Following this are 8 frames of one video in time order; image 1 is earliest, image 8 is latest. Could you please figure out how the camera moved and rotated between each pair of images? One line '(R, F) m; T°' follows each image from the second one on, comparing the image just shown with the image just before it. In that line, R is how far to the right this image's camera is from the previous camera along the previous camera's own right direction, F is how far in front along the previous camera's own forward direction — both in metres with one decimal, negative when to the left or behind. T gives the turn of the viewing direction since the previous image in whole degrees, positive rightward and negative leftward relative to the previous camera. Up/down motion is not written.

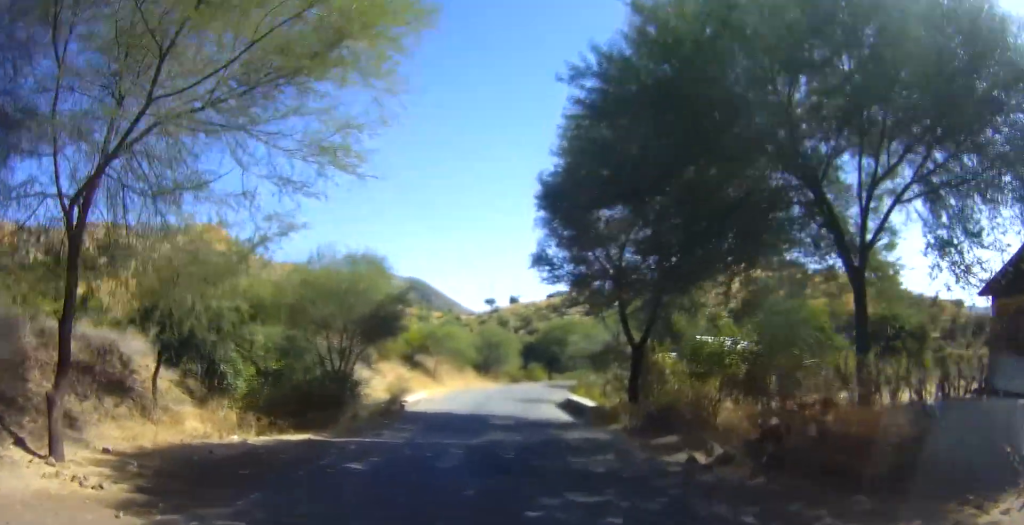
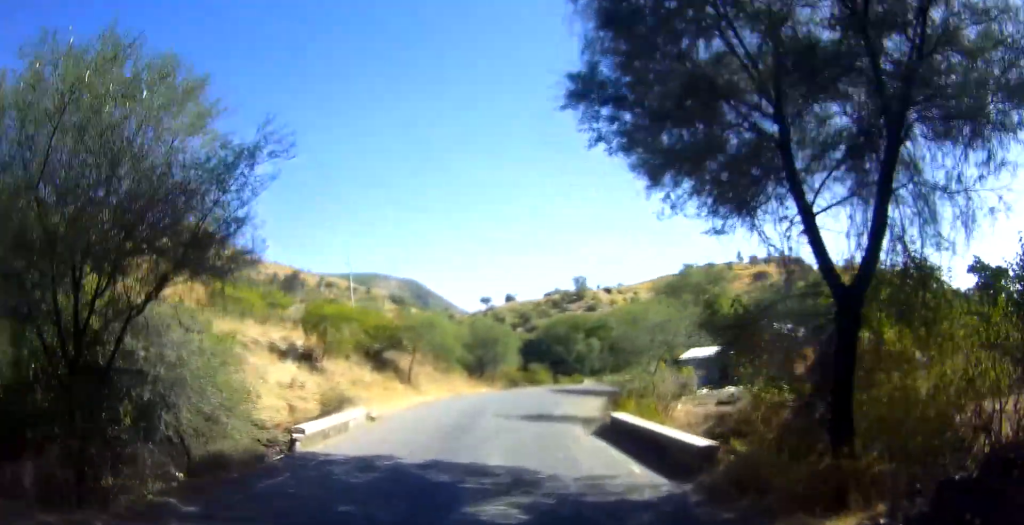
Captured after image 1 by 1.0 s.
(+0.3, +15.2) m; +3°
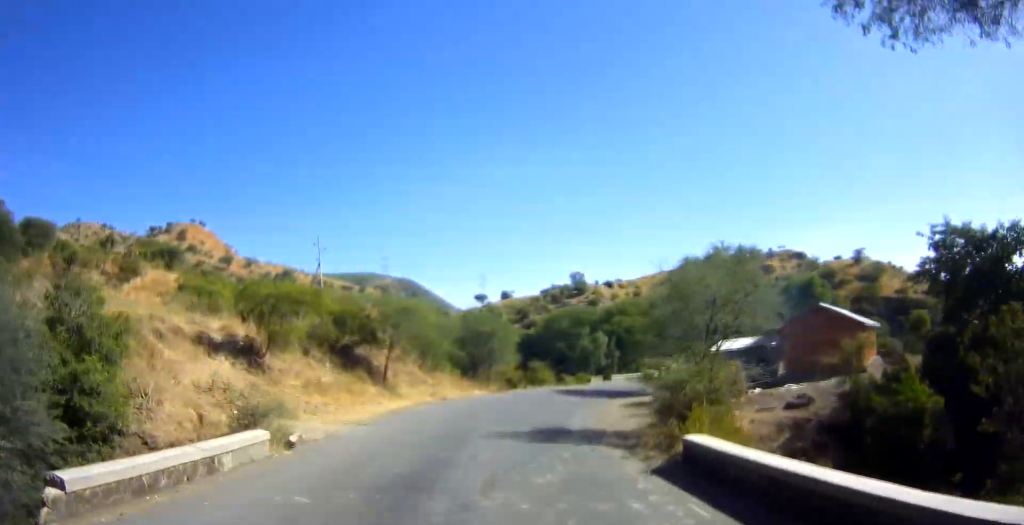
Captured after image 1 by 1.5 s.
(+0.2, +8.6) m; +1°
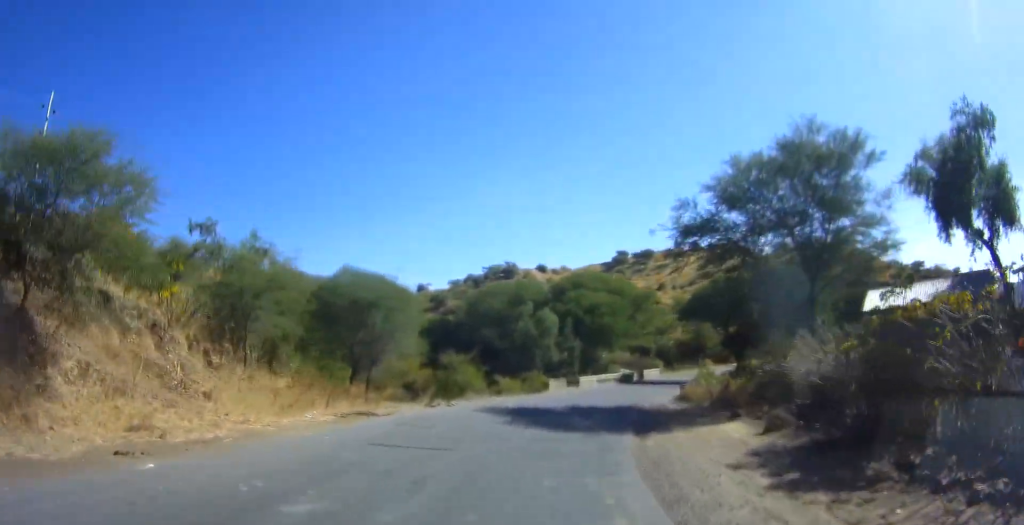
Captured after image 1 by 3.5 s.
(+0.9, +27.8) m; +7°
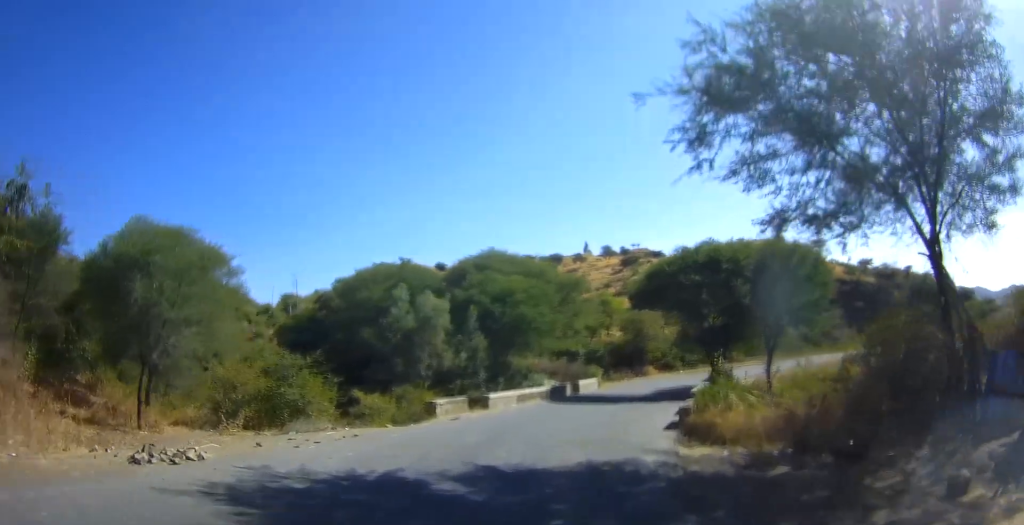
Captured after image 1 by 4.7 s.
(+1.2, +15.8) m; +9°
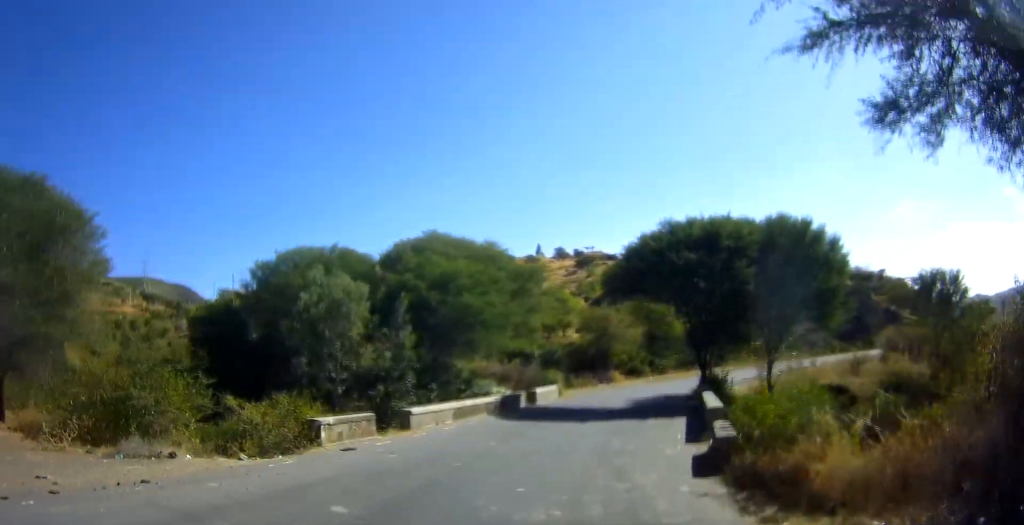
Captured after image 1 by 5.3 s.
(+0.1, +7.7) m; +5°
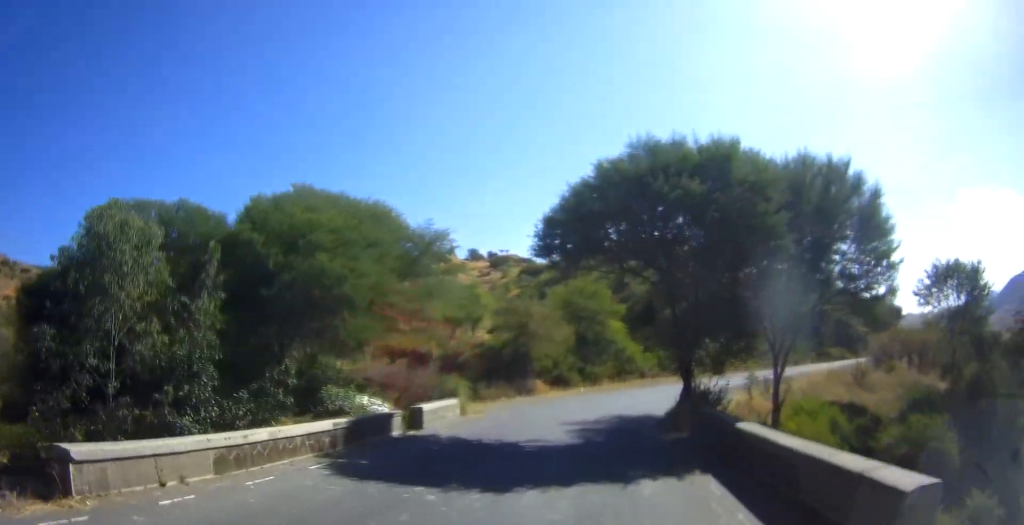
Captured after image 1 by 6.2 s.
(+1.2, +11.3) m; +6°
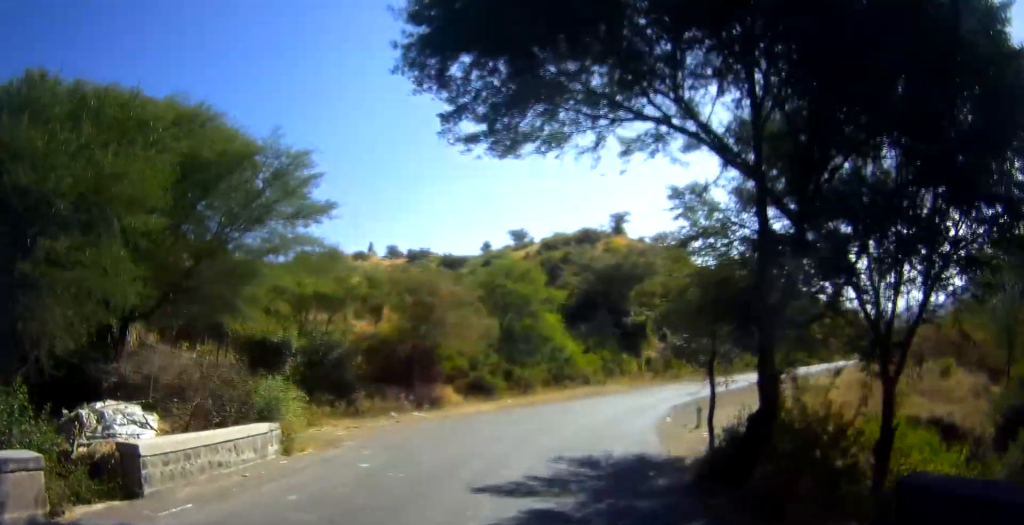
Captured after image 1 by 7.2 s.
(0.0, +12.1) m; +5°
